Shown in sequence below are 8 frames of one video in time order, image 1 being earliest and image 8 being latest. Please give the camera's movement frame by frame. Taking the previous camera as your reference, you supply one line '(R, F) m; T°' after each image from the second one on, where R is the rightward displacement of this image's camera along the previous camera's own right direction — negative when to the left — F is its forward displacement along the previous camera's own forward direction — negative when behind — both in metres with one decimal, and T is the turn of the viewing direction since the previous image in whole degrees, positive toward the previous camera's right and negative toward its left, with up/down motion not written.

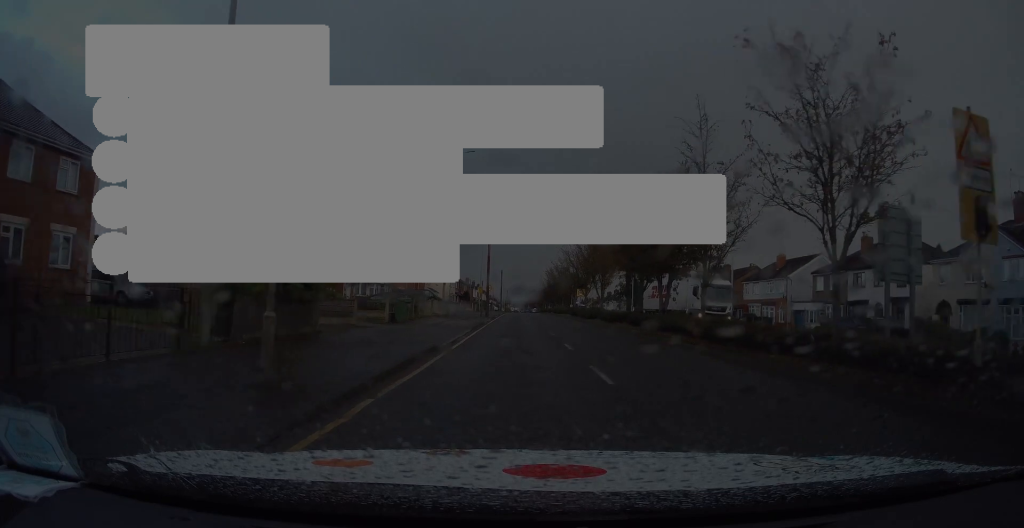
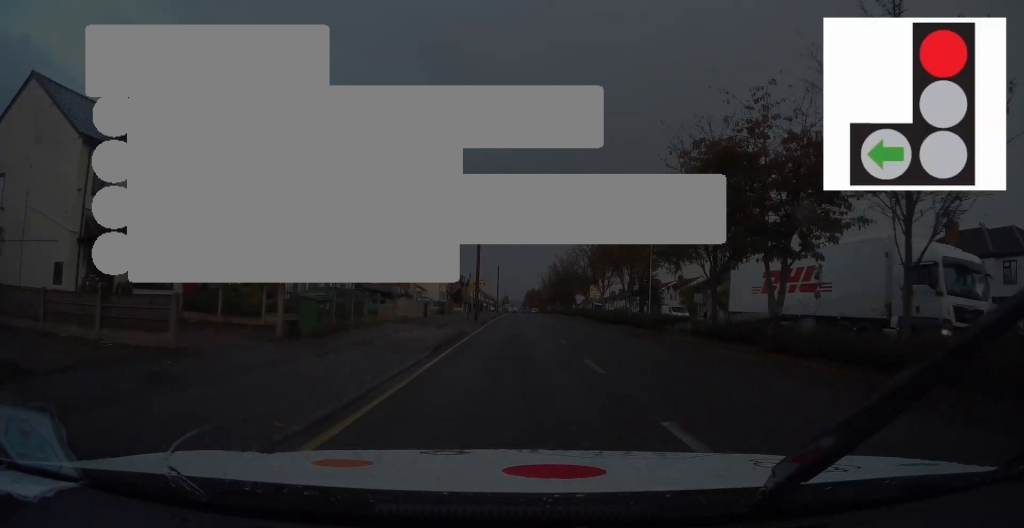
(+0.2, +10.8) m; +1°
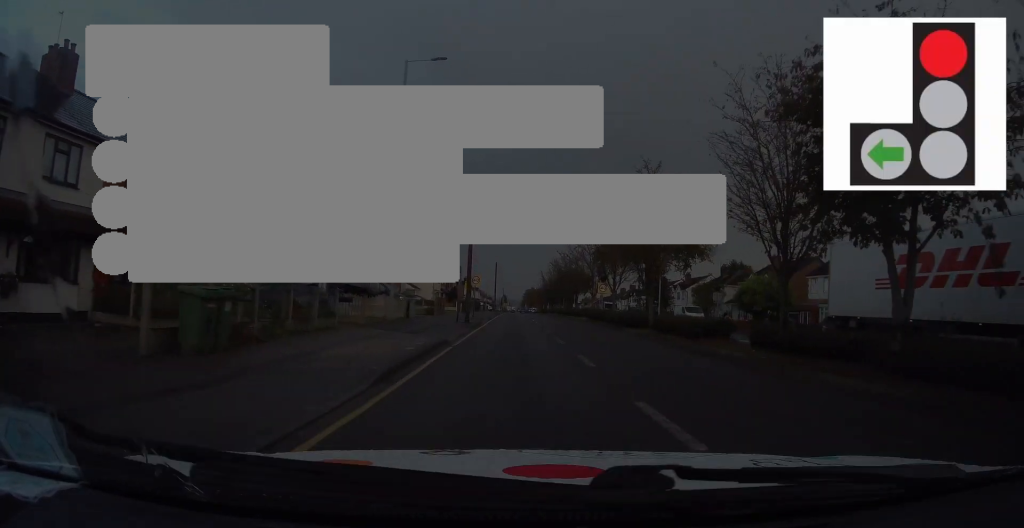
(0.0, +5.1) m; 0°
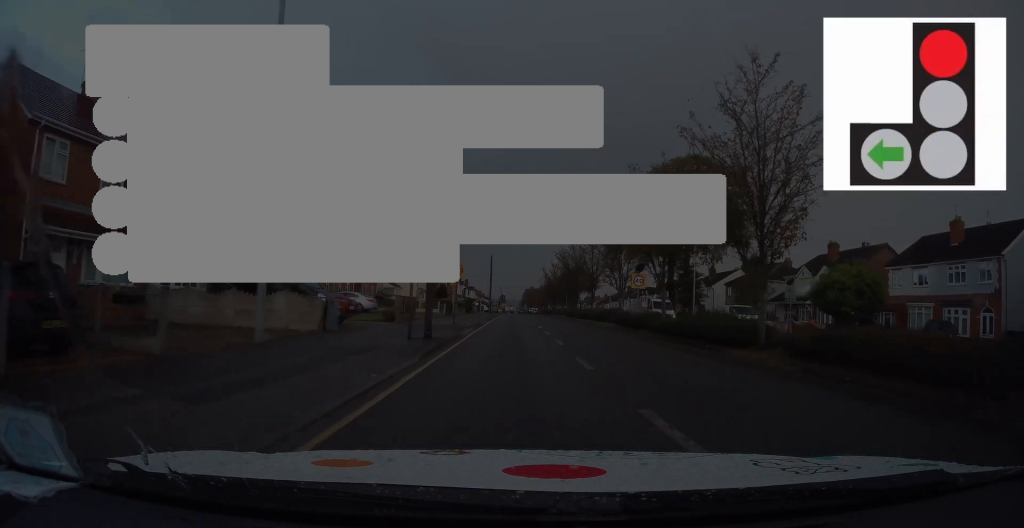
(-0.1, +12.3) m; 0°
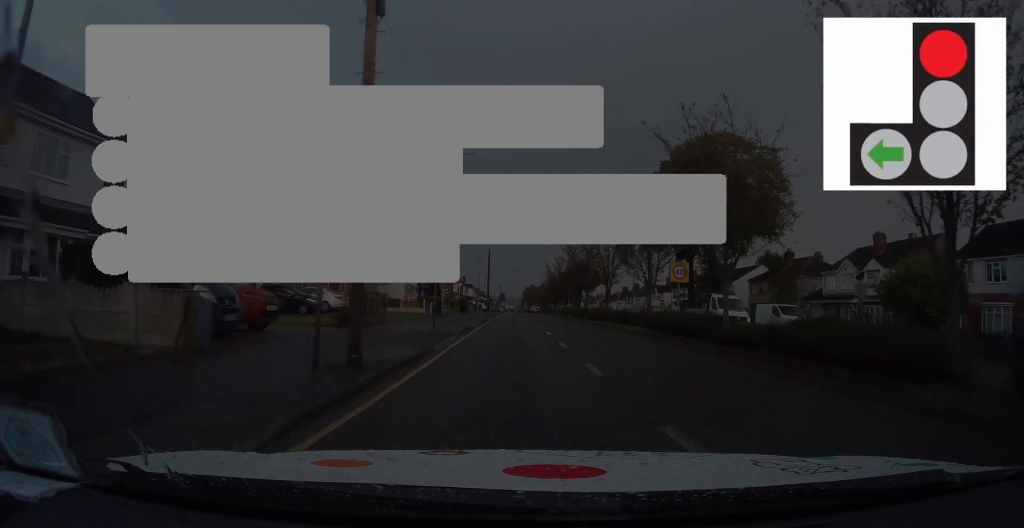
(0.0, +7.2) m; 0°
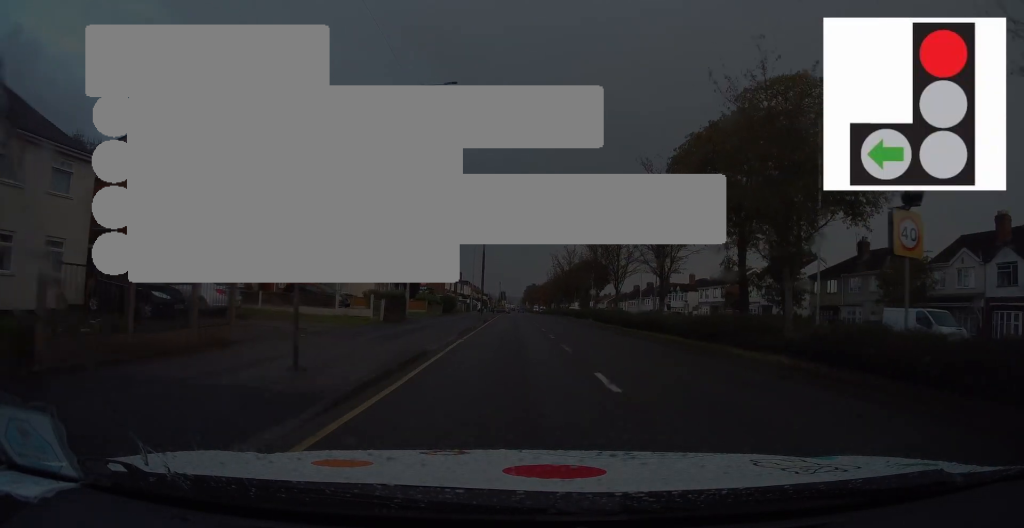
(+0.2, +13.5) m; 0°
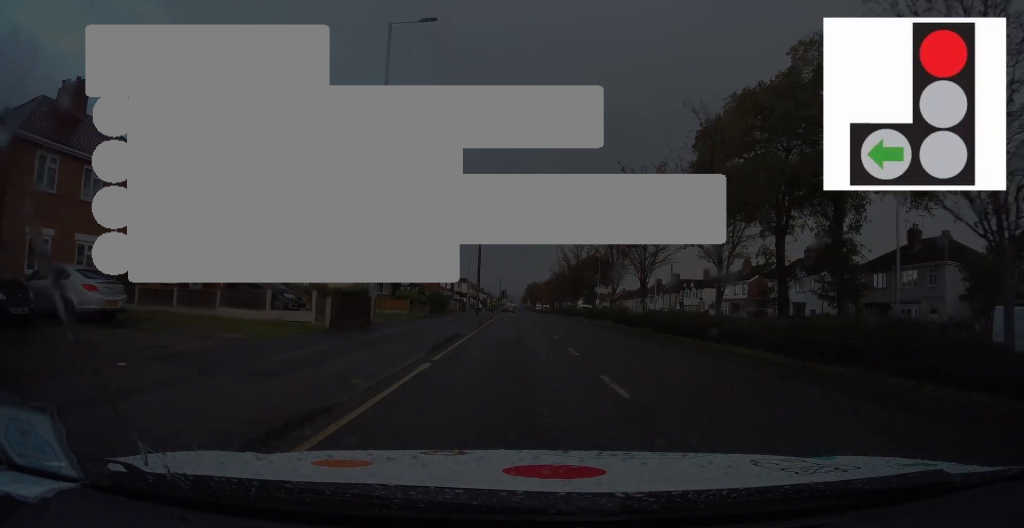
(-0.1, +6.7) m; -1°
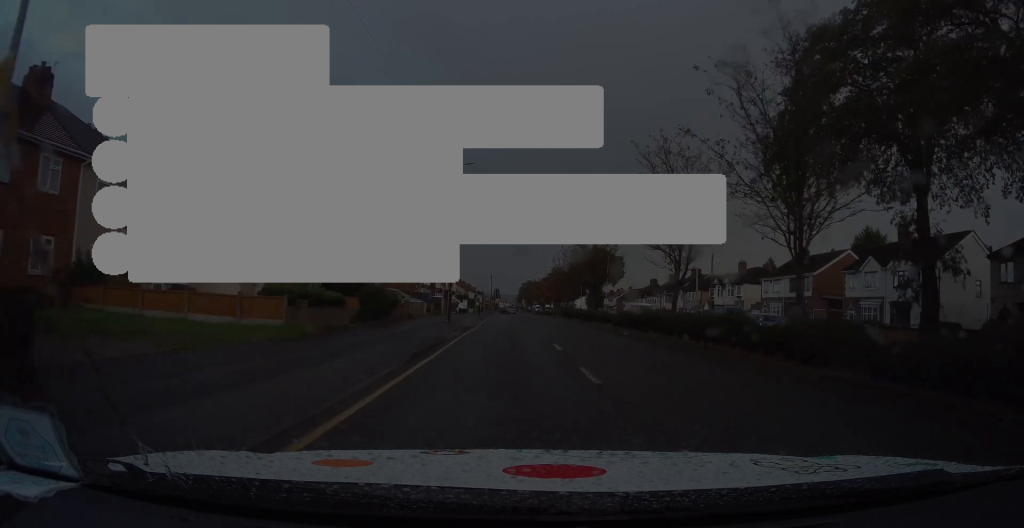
(0.0, +16.2) m; 0°
